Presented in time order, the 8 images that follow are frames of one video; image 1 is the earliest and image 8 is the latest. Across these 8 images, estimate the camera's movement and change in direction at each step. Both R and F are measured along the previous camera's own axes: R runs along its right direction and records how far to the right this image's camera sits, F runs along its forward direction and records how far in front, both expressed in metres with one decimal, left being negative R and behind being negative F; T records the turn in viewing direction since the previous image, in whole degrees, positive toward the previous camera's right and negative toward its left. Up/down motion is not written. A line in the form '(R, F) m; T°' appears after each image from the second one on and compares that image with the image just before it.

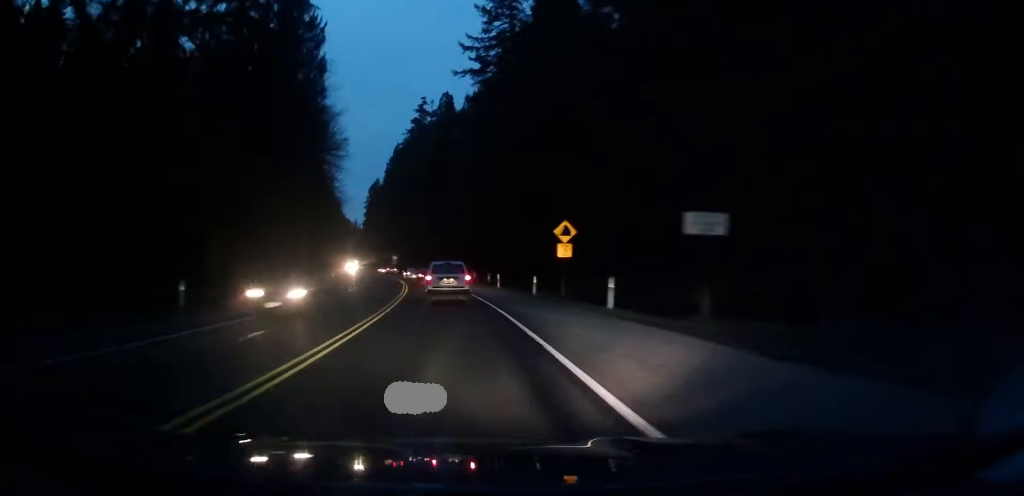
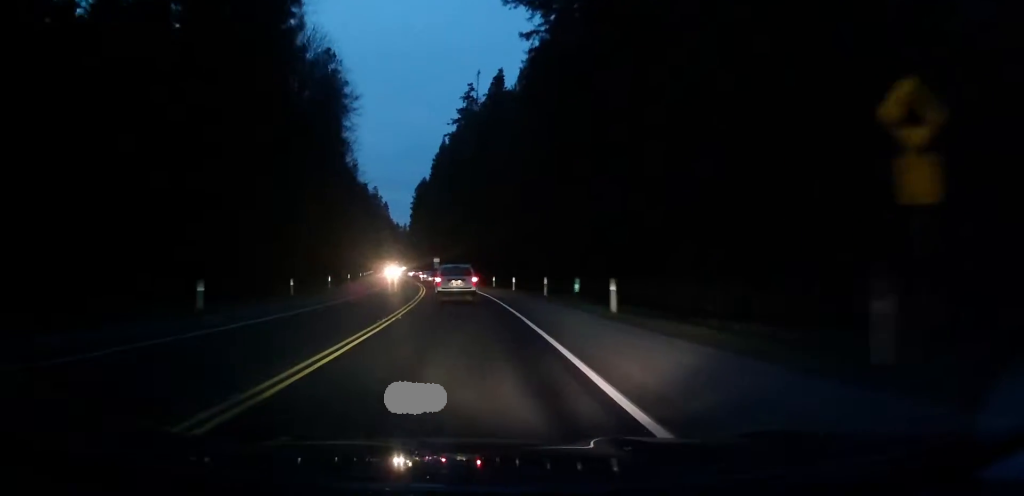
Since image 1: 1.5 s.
(-1.6, +24.8) m; -7°
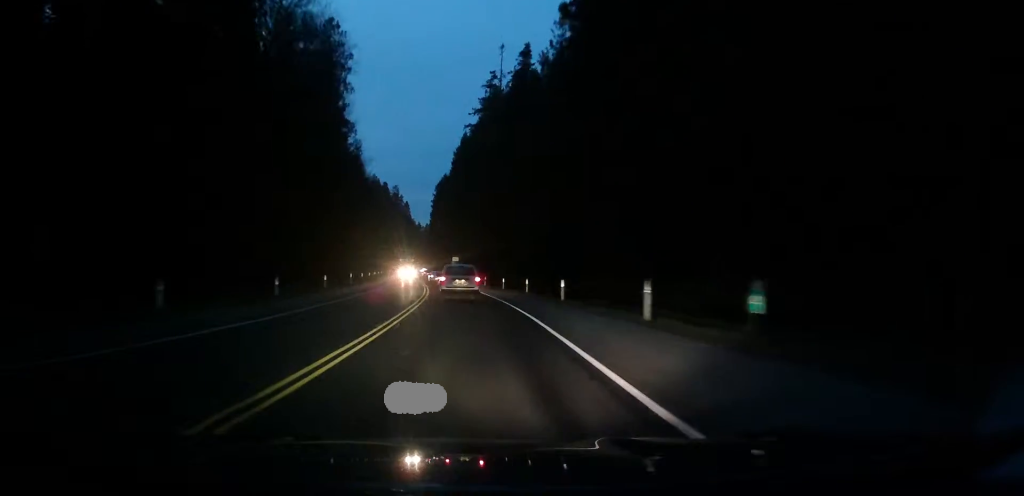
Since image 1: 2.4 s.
(-0.5, +15.6) m; -3°
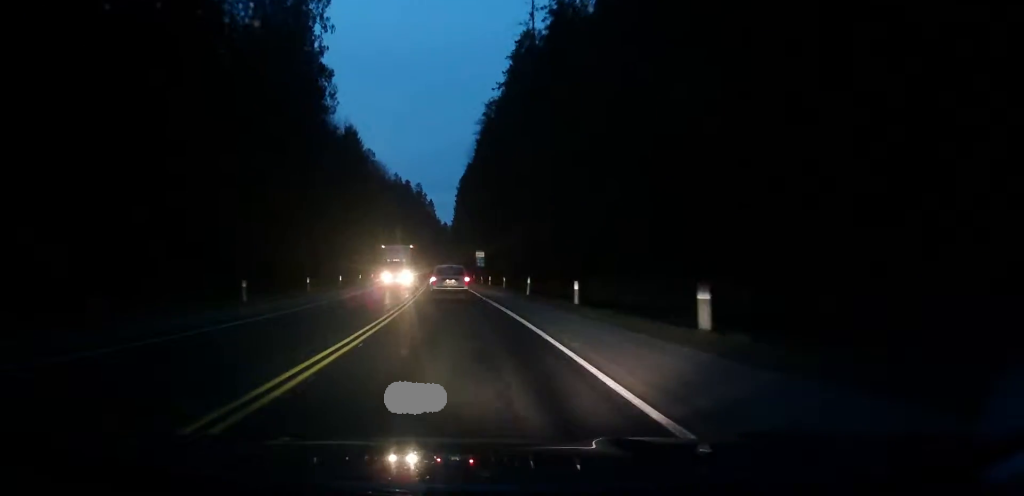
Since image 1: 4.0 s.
(-0.7, +28.8) m; -2°
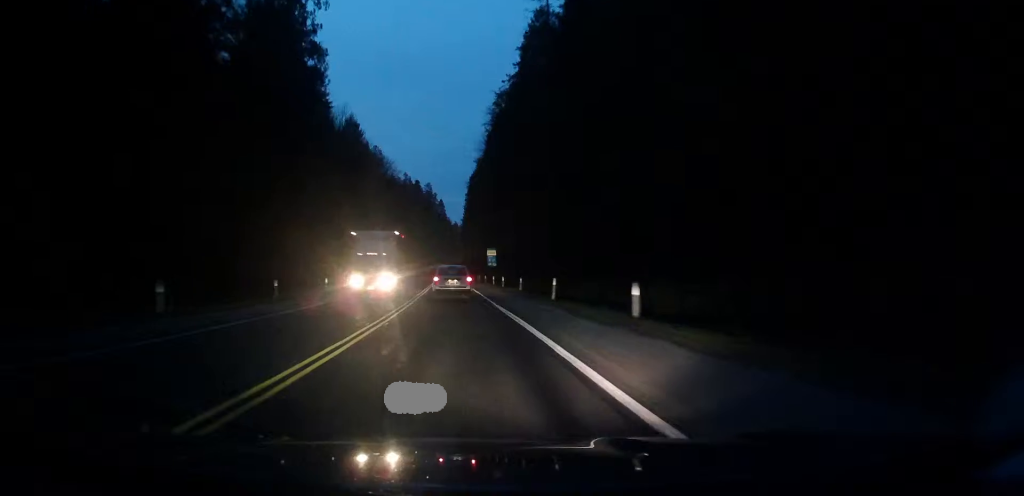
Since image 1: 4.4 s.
(0.0, +7.7) m; -1°
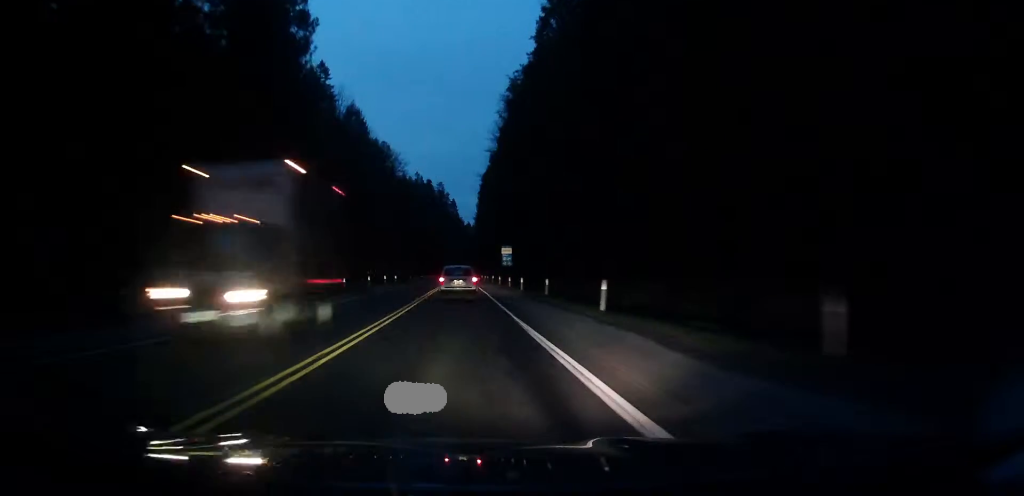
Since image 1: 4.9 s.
(+0.1, +8.9) m; -1°
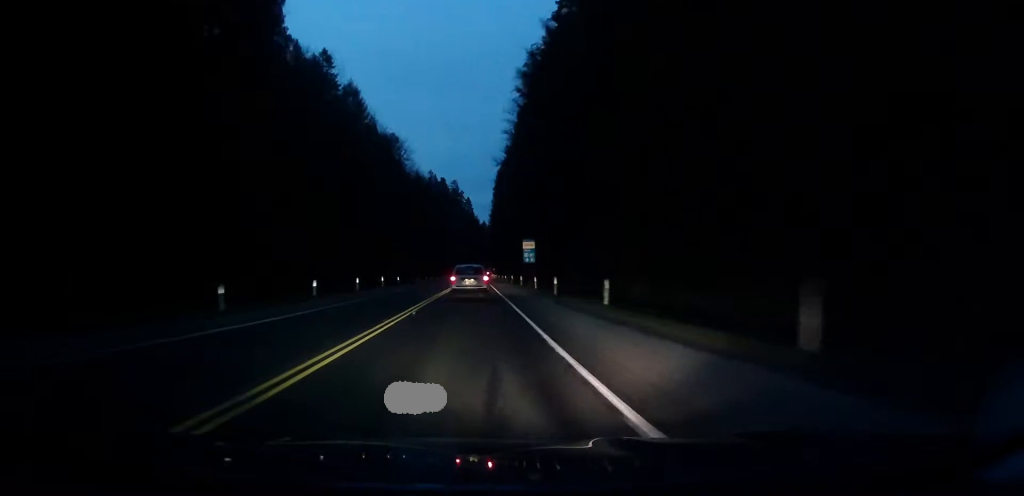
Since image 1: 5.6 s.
(-0.2, +11.9) m; -2°
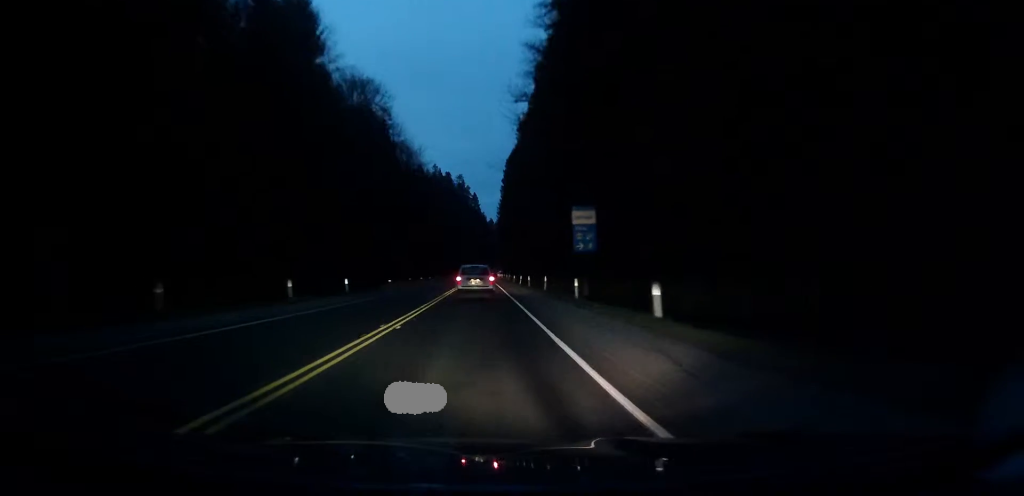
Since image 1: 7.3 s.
(-1.1, +29.9) m; -4°
